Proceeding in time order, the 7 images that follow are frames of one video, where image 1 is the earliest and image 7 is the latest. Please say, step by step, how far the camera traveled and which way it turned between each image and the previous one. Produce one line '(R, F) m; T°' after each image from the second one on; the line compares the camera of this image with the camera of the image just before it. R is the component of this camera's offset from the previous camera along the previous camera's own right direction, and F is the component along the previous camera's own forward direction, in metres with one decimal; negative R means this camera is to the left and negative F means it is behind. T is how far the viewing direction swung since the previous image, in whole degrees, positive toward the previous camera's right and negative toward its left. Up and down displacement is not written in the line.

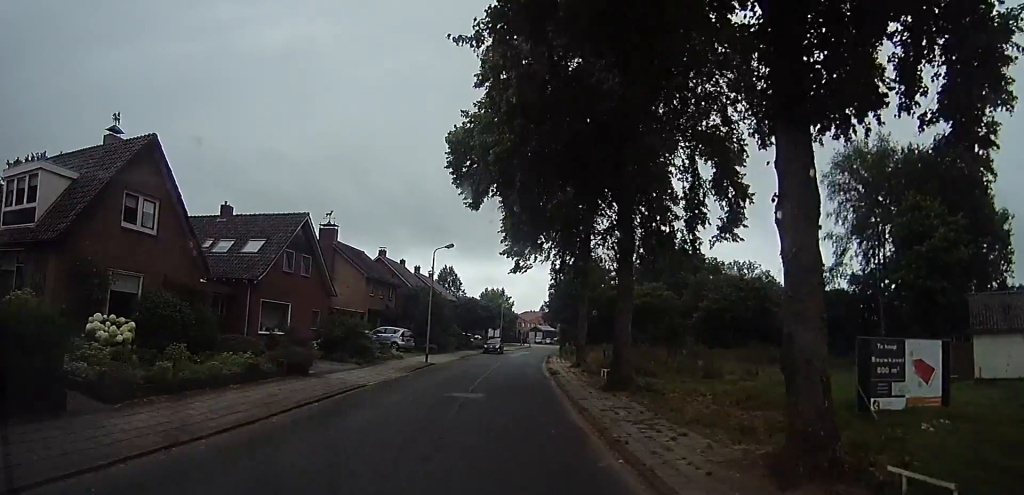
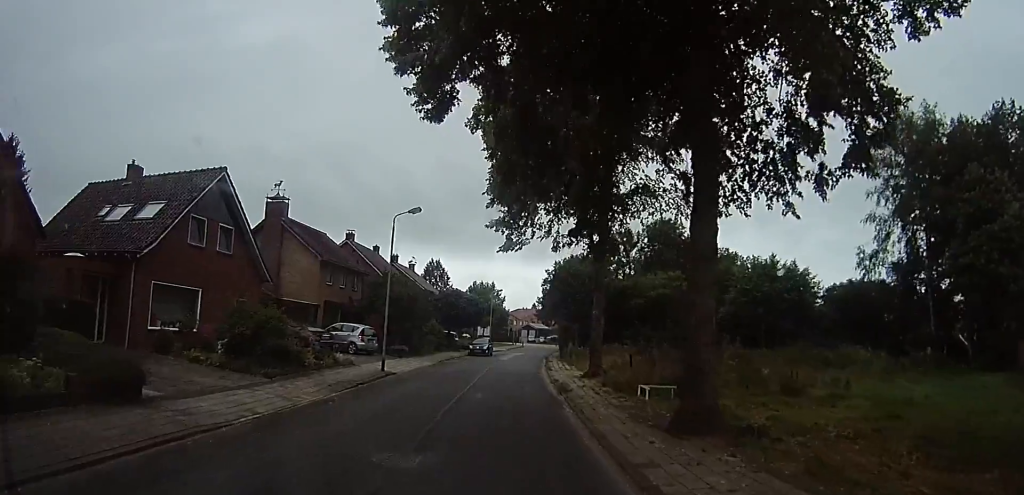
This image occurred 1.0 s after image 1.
(+0.1, +7.9) m; +2°
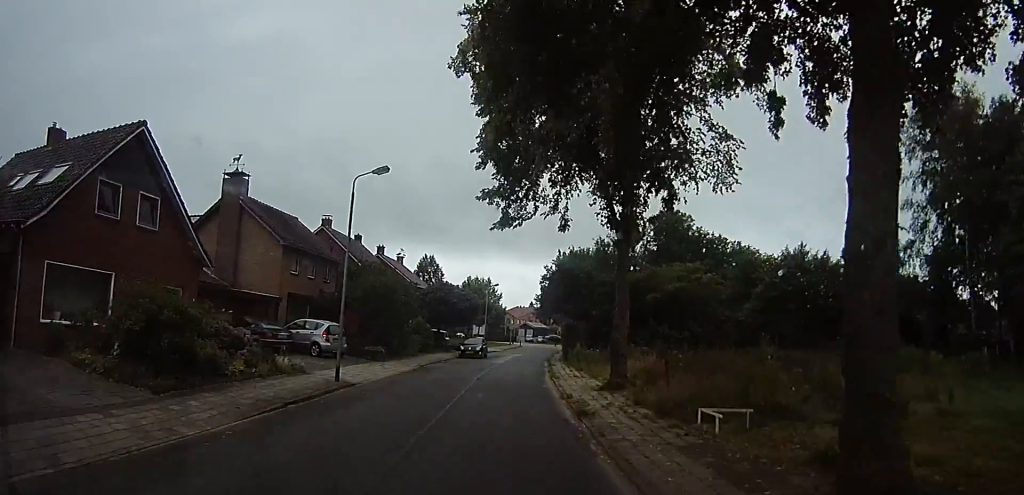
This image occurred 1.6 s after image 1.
(+0.3, +5.0) m; +1°
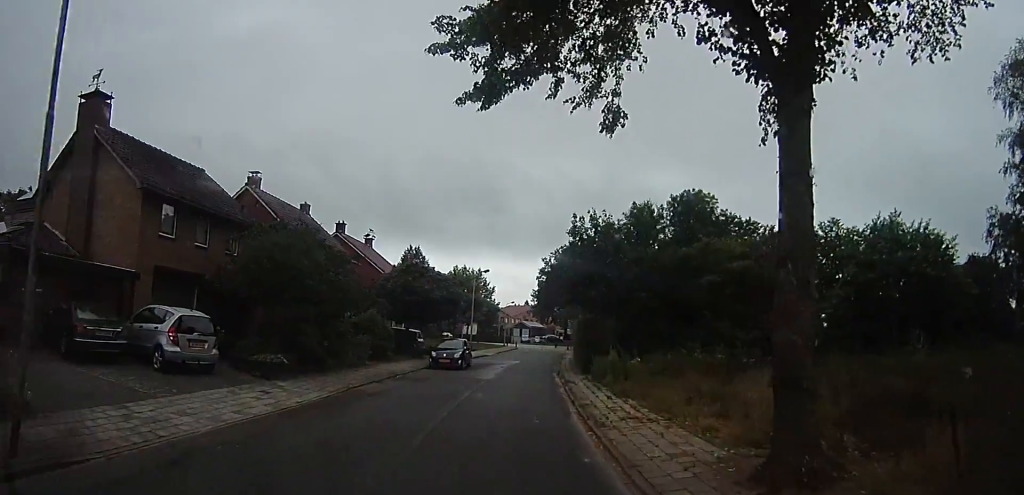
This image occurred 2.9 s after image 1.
(-0.9, +10.2) m; -5°
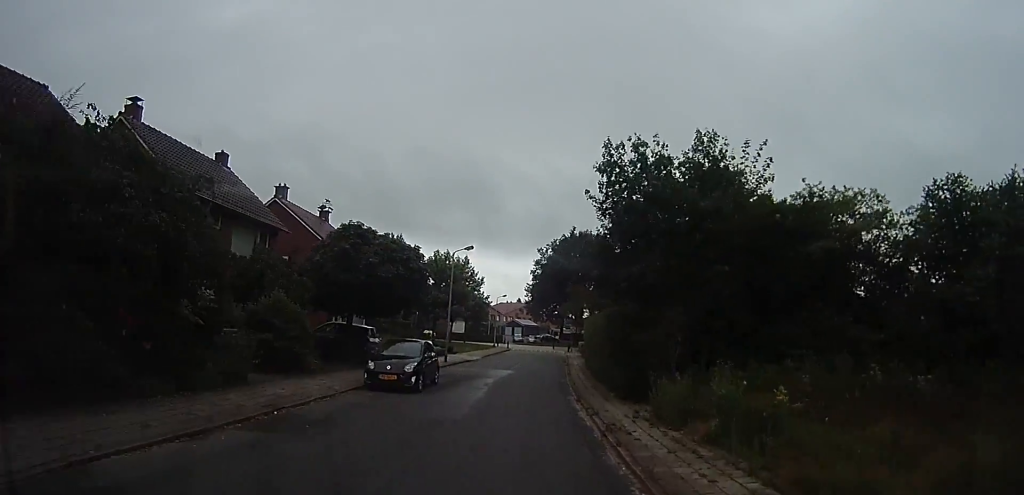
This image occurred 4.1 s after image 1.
(-0.1, +9.2) m; +3°
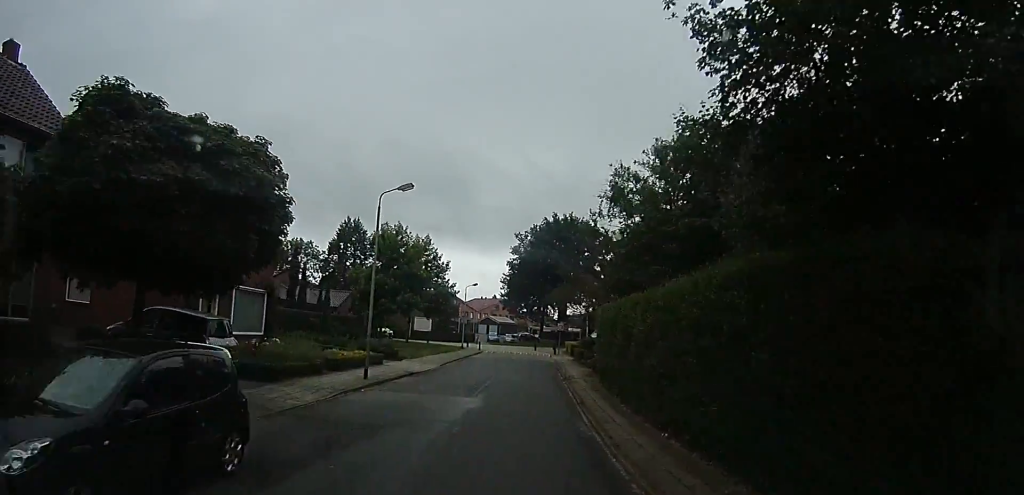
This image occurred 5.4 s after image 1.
(+0.8, +10.8) m; +6°
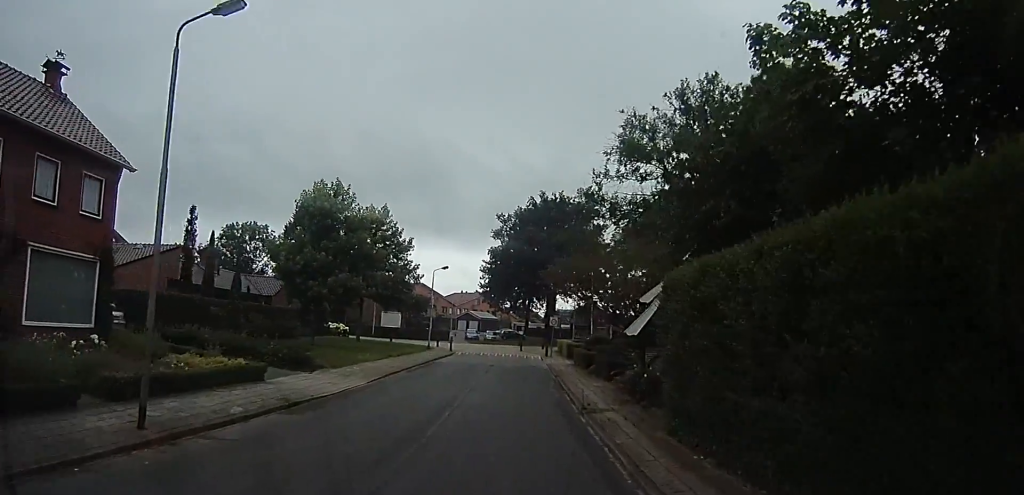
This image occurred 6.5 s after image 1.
(-0.1, +8.7) m; +1°
